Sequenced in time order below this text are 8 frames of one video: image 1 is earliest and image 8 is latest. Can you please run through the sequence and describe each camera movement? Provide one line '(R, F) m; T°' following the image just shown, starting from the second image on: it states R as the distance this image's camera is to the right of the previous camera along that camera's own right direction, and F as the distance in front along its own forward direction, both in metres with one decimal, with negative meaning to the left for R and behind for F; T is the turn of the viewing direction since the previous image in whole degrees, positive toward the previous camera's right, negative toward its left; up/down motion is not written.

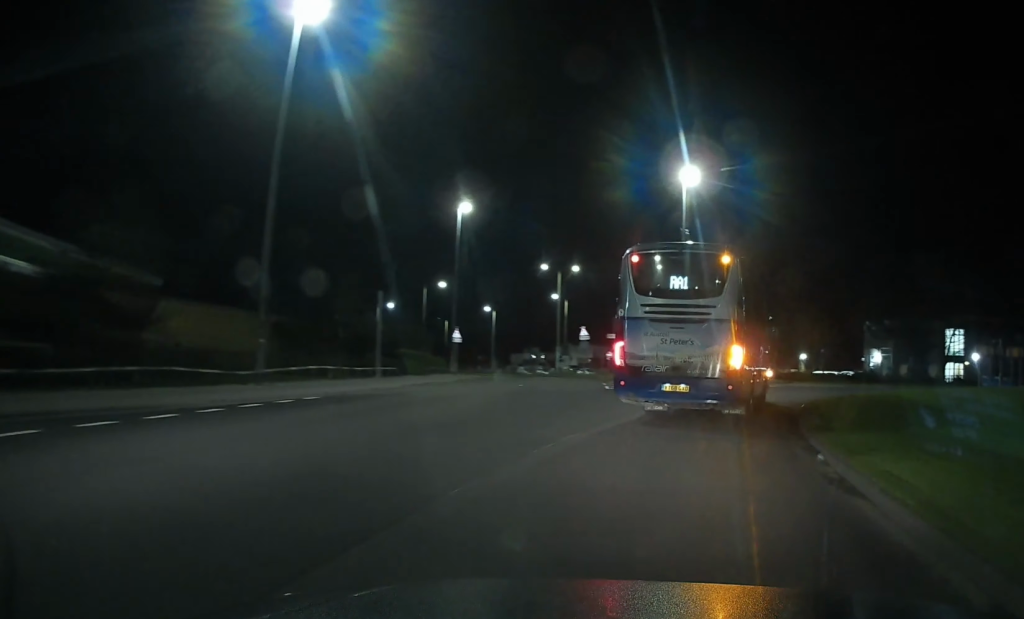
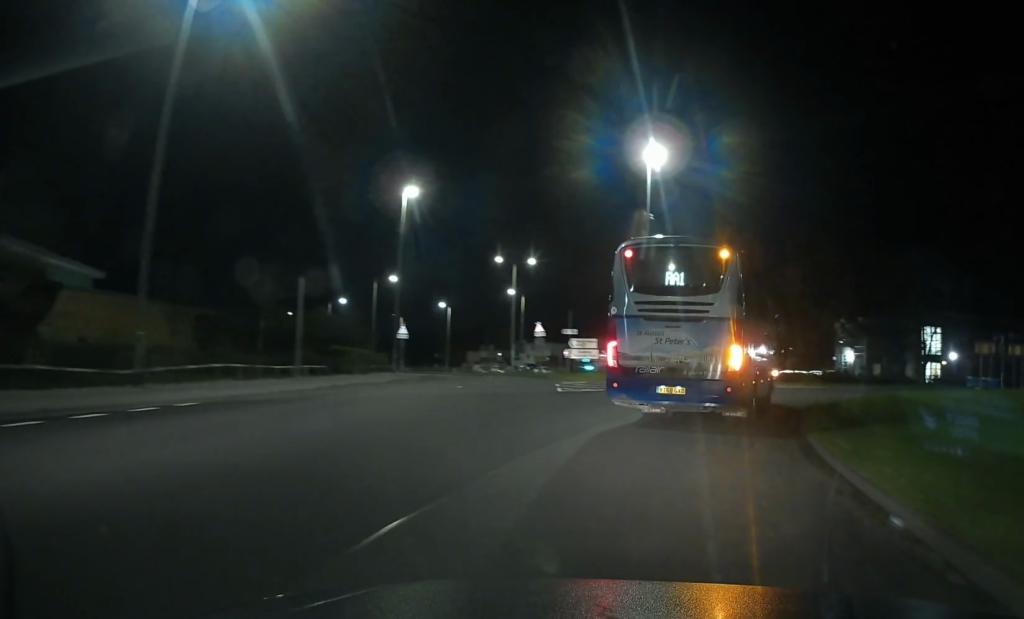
(+0.1, +4.9) m; +4°
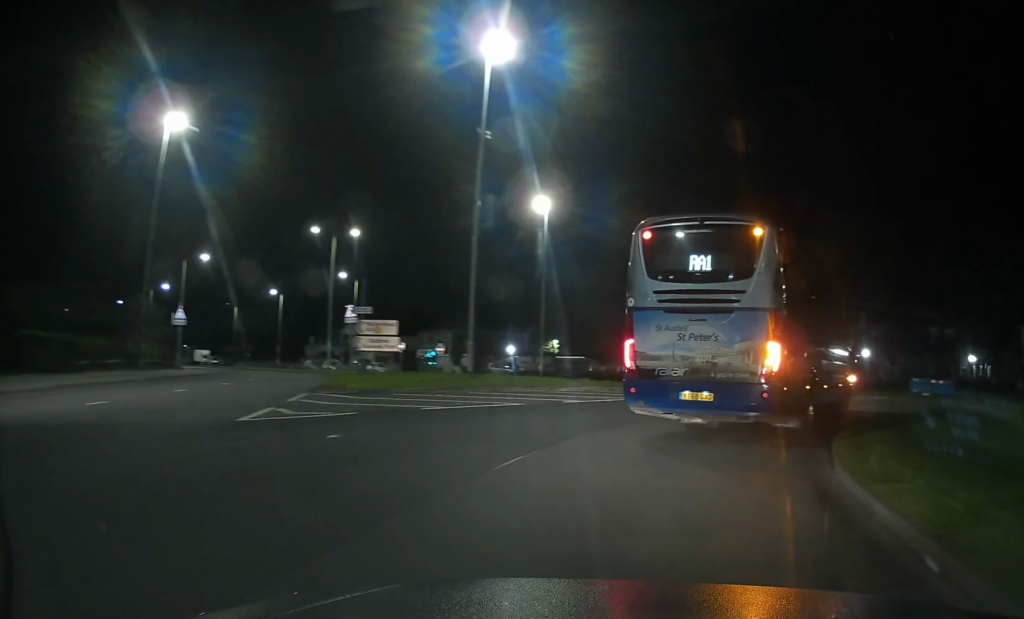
(+2.0, +15.4) m; +13°
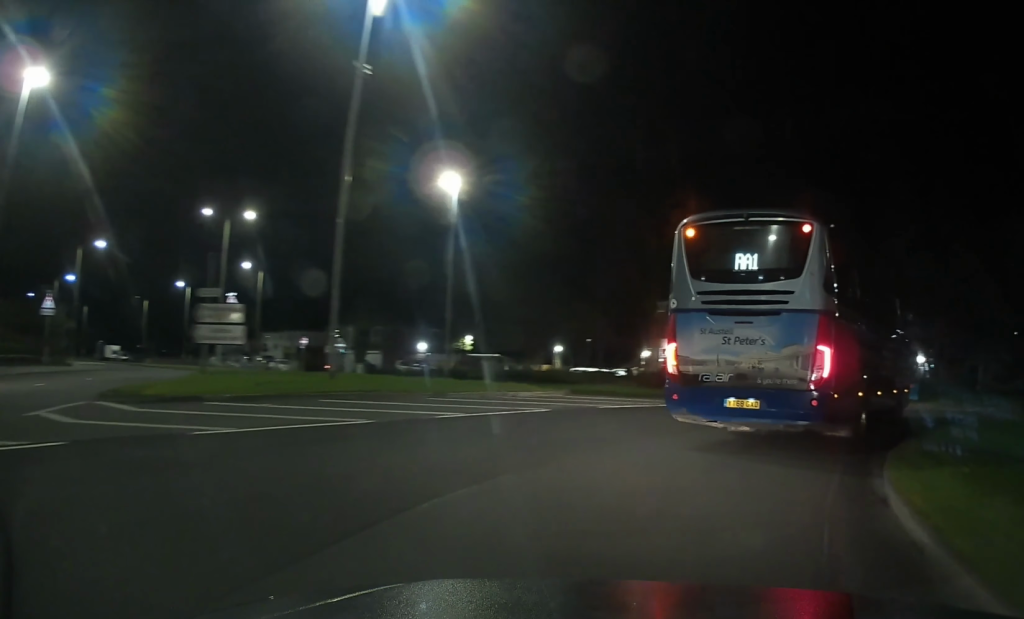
(+0.3, +6.6) m; +6°
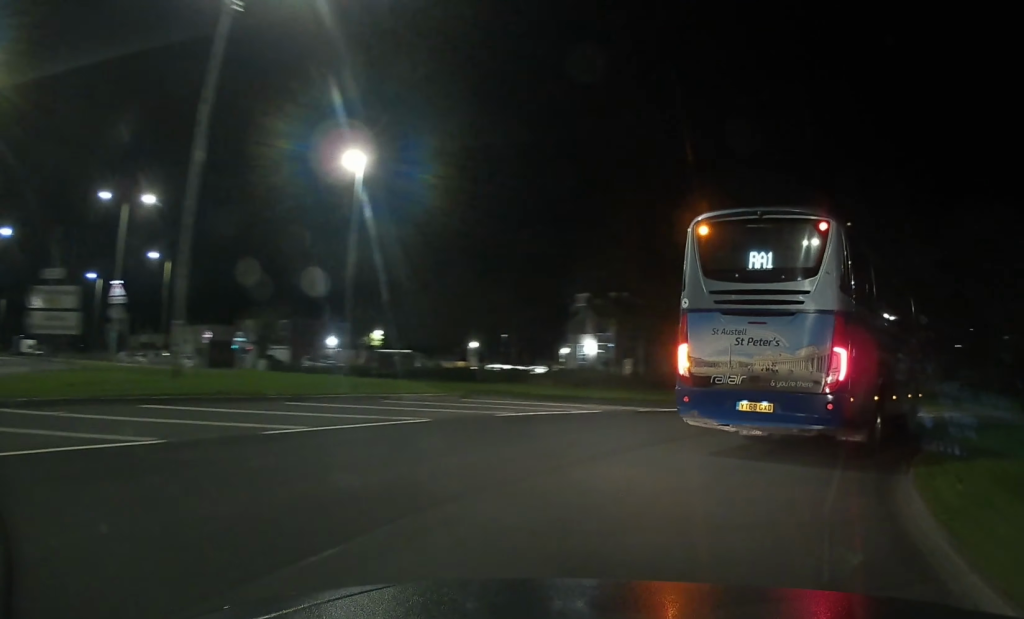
(+0.1, +4.3) m; +5°
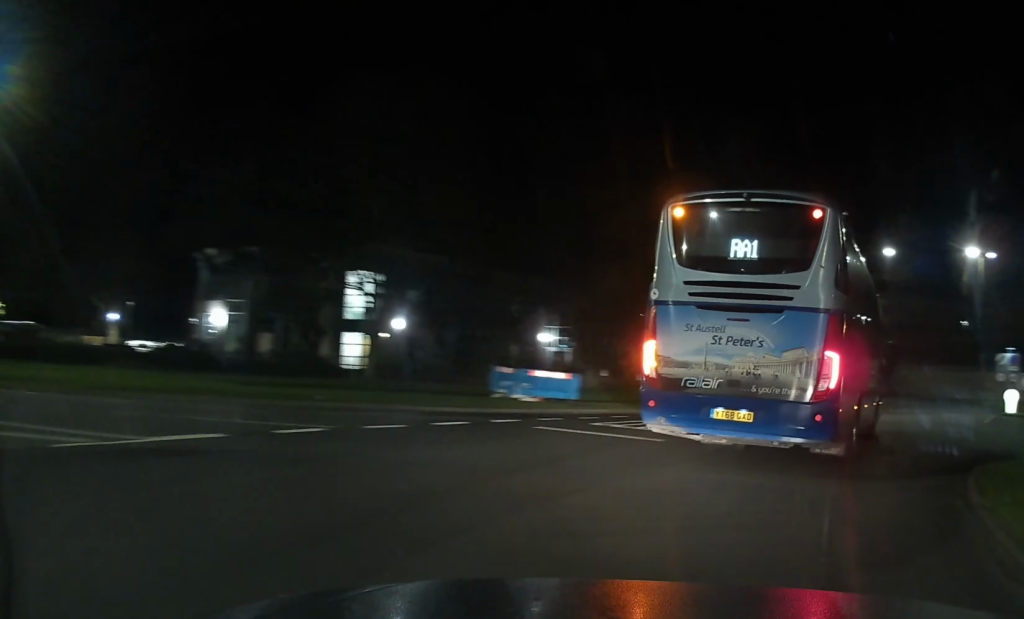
(+2.2, +12.9) m; +21°
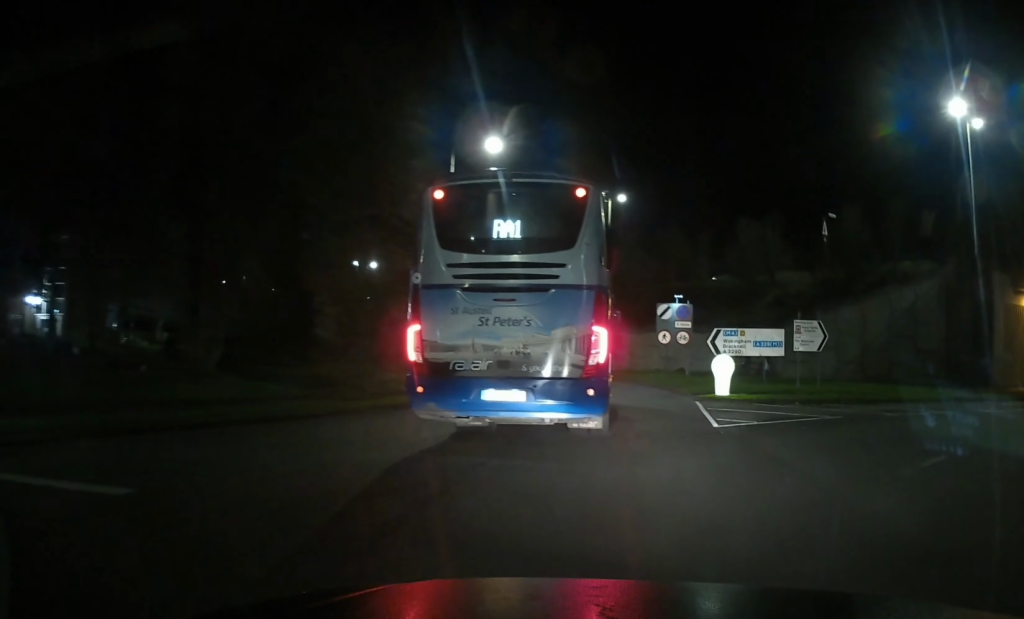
(+4.9, +18.0) m; +26°
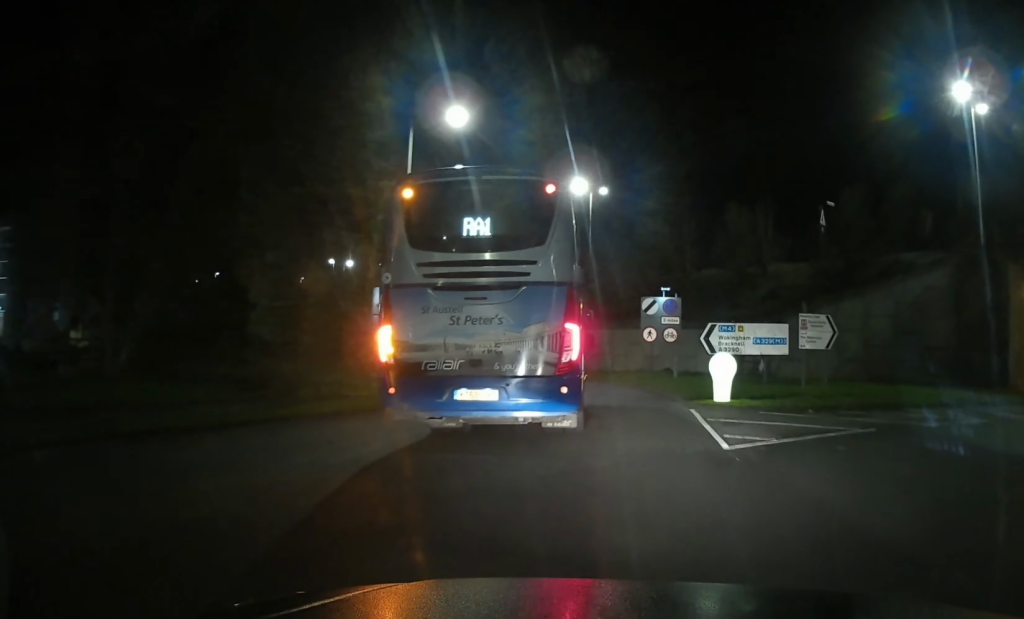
(+0.1, +4.0) m; +3°
